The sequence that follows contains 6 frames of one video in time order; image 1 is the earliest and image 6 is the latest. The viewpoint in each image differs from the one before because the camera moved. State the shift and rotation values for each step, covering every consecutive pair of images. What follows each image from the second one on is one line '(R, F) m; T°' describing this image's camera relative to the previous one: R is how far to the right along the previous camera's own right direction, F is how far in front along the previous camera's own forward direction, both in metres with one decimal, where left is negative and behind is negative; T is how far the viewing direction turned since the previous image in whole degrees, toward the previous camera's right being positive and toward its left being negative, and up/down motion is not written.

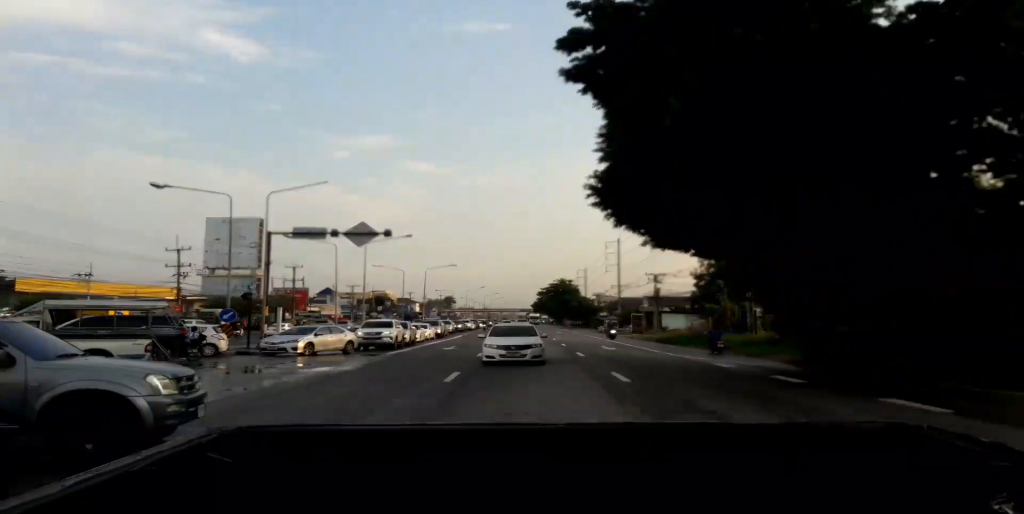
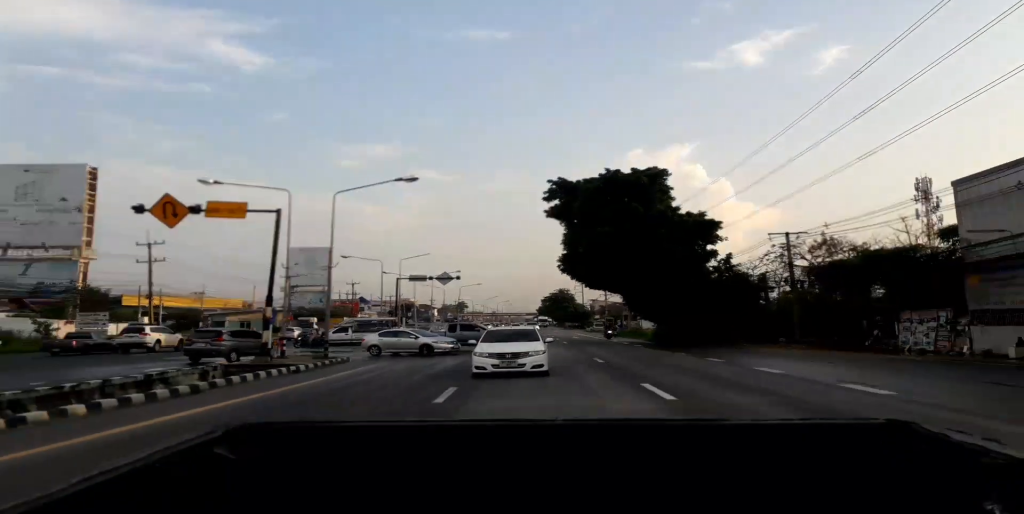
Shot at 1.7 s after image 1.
(-0.8, +32.1) m; -2°
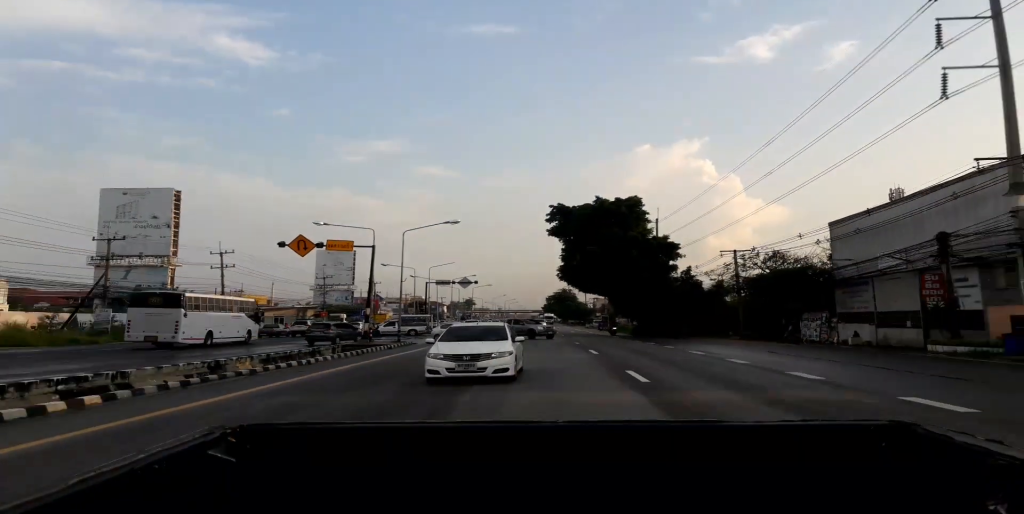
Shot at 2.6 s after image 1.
(+0.3, +15.9) m; 0°
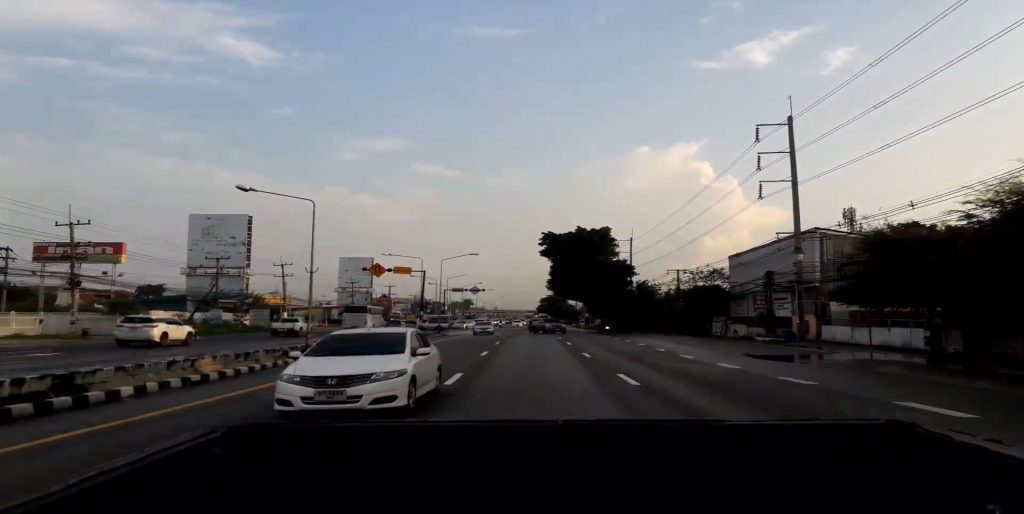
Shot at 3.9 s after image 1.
(-0.4, +23.3) m; 0°
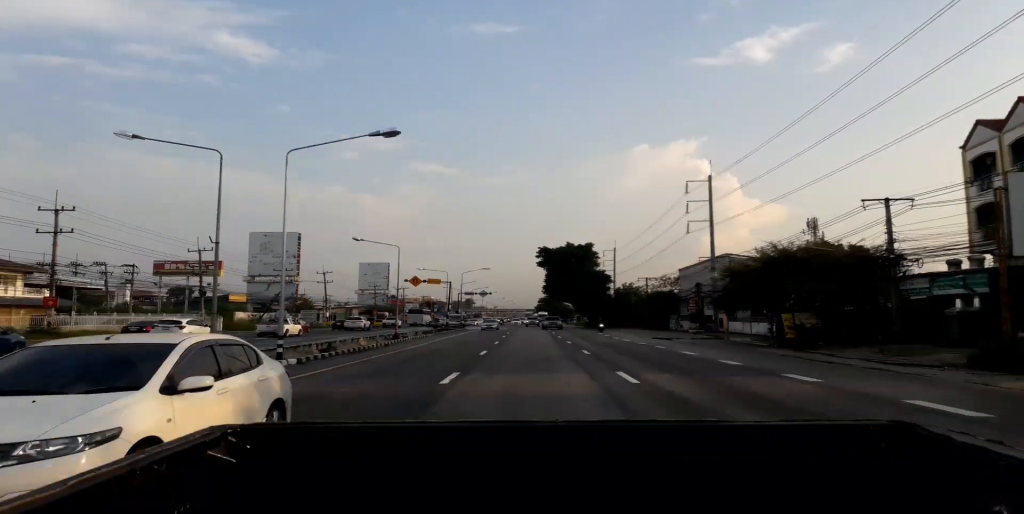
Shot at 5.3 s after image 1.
(+0.7, +24.0) m; +1°
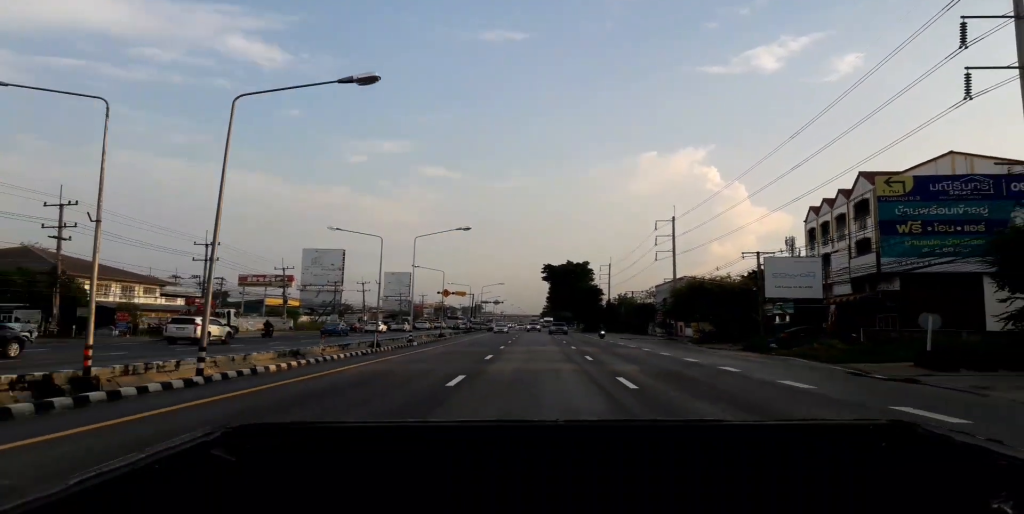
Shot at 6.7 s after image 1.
(-0.5, +25.0) m; -1°
